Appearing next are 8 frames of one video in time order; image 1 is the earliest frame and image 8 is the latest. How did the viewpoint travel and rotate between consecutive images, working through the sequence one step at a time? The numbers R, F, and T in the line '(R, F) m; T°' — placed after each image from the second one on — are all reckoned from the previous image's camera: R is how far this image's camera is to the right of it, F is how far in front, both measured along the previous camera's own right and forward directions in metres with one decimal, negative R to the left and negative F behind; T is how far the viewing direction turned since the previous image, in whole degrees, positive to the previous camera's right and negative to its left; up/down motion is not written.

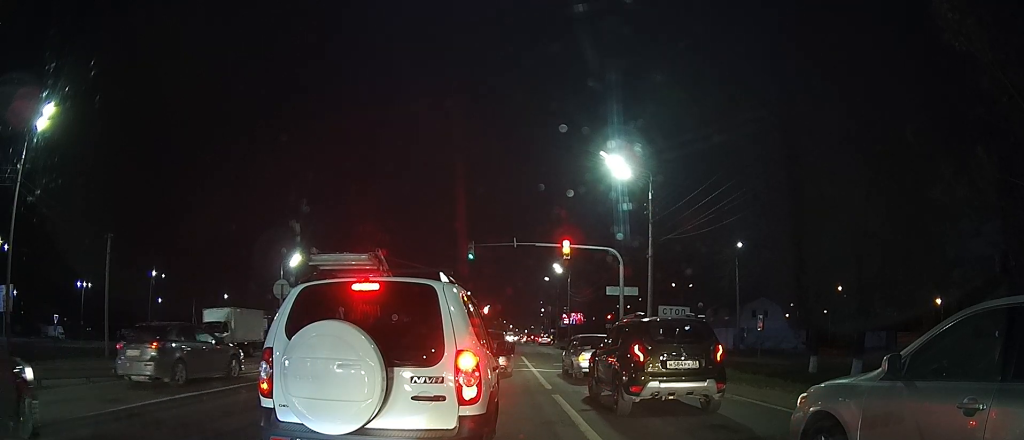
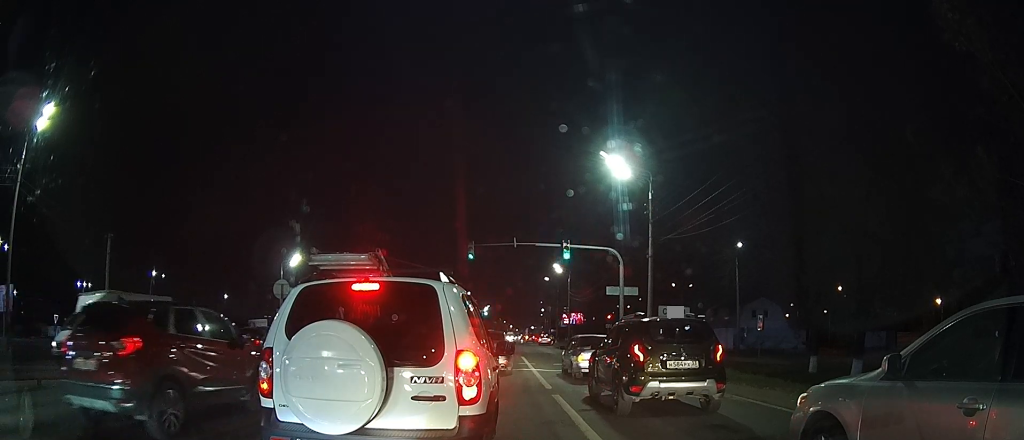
(0.0, 0.0) m; 0°
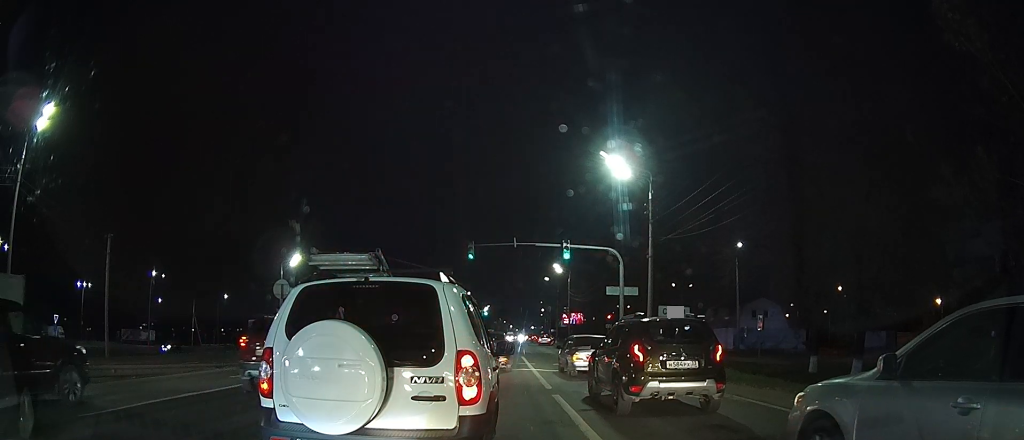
(0.0, 0.0) m; 0°
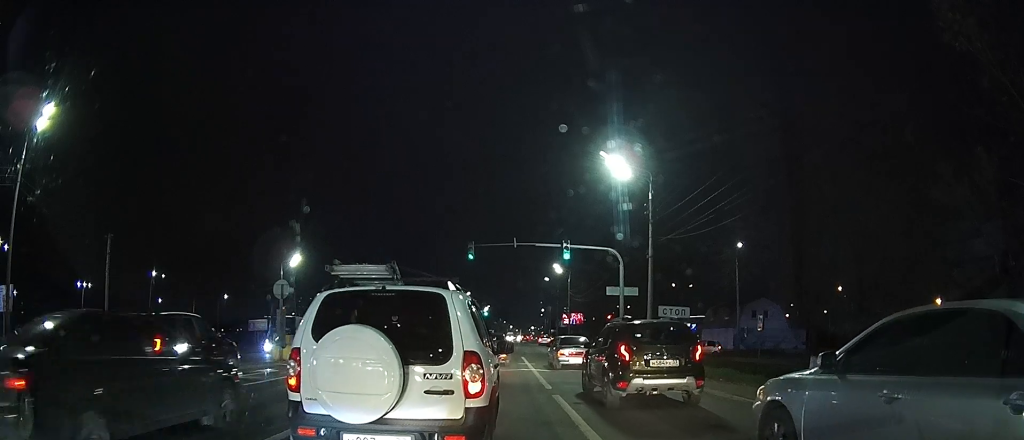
(0.0, +2.3) m; 0°
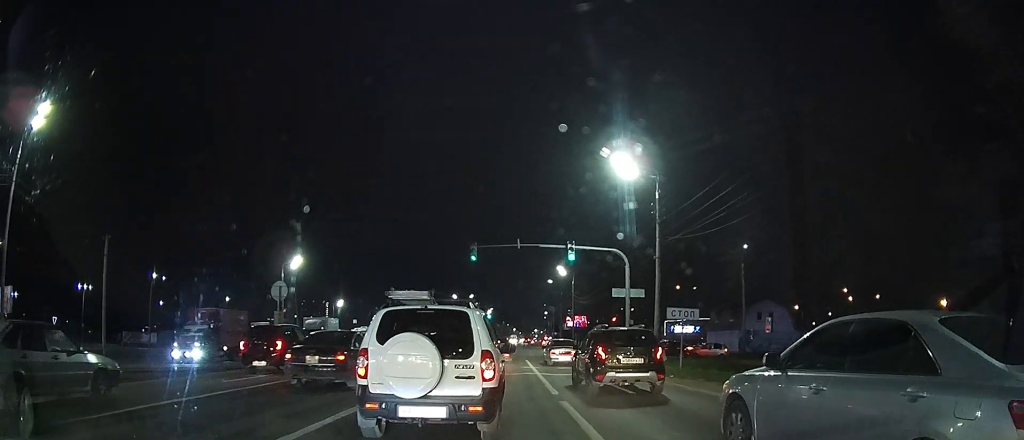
(0.0, +3.6) m; -1°
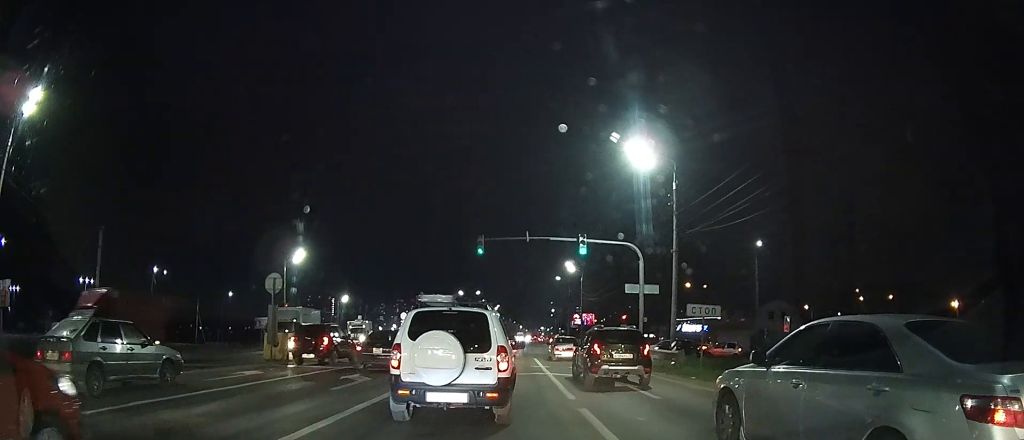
(-0.1, +2.5) m; 0°
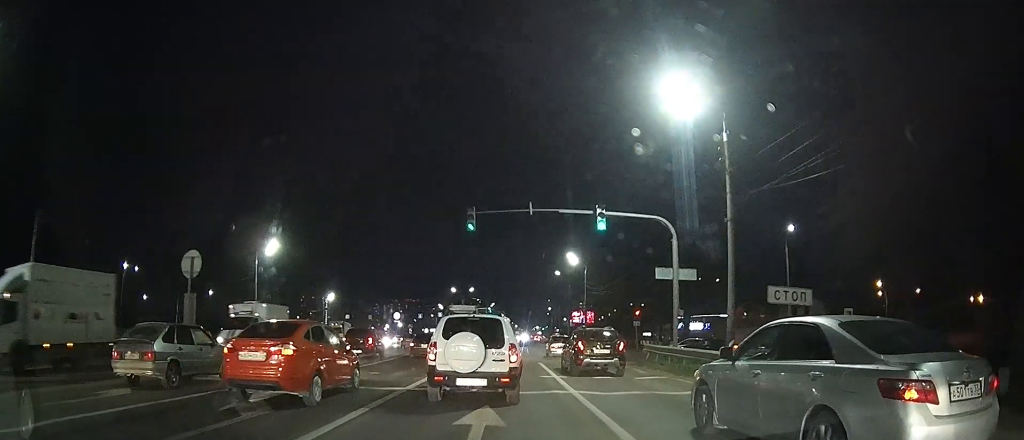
(+0.2, +7.5) m; +2°
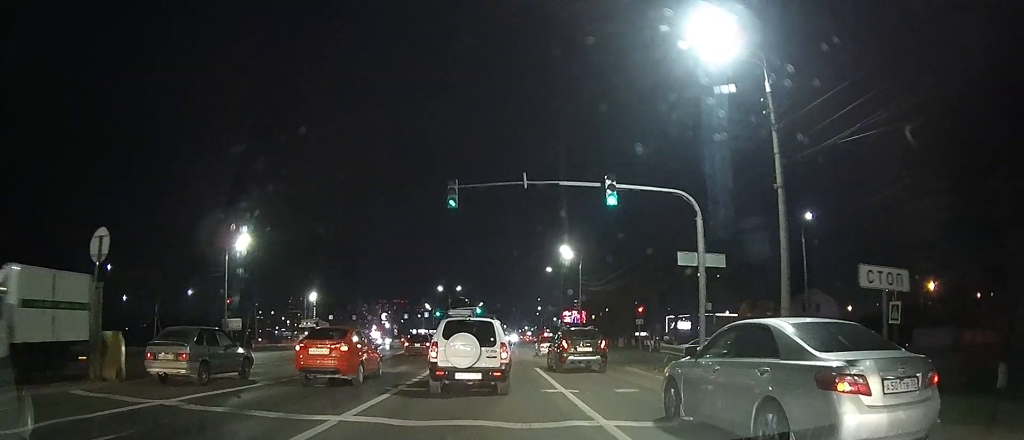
(0.0, +4.8) m; +1°
